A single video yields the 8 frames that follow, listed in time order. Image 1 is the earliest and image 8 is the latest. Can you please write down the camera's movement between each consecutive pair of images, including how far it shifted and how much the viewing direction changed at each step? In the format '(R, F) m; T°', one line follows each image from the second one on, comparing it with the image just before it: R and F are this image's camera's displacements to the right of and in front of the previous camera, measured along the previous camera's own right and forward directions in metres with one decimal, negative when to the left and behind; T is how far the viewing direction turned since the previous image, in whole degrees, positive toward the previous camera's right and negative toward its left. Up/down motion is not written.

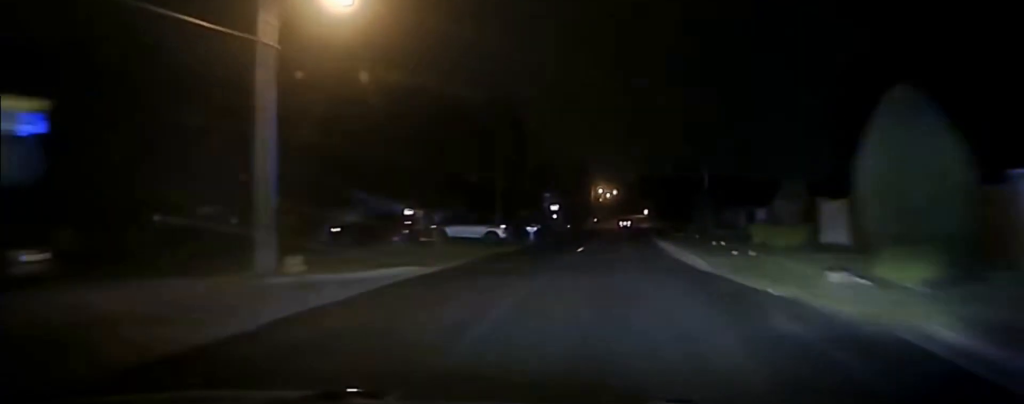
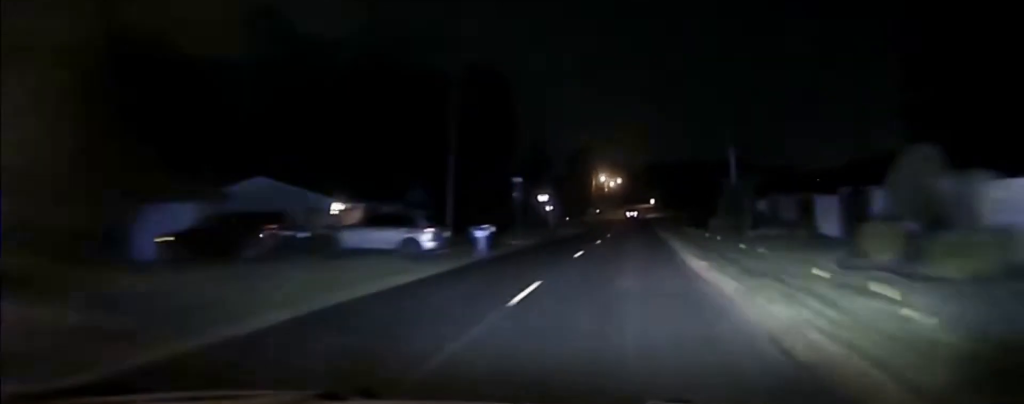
(0.0, +17.6) m; 0°
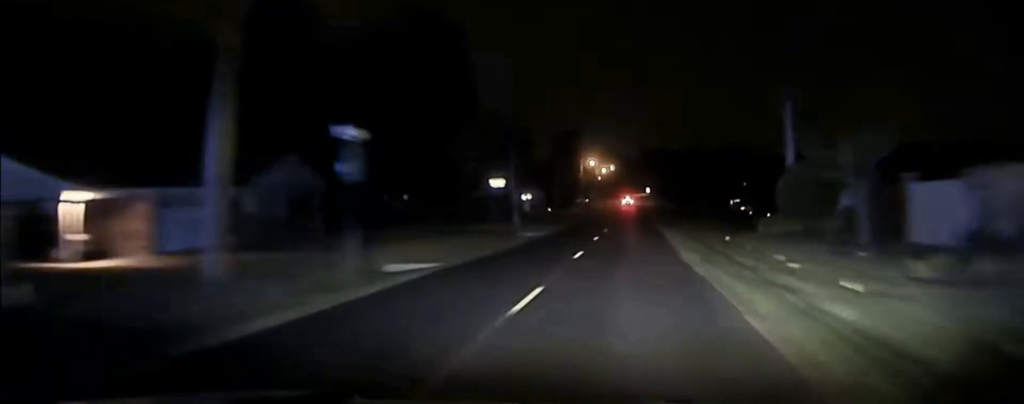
(-0.3, +24.8) m; 0°
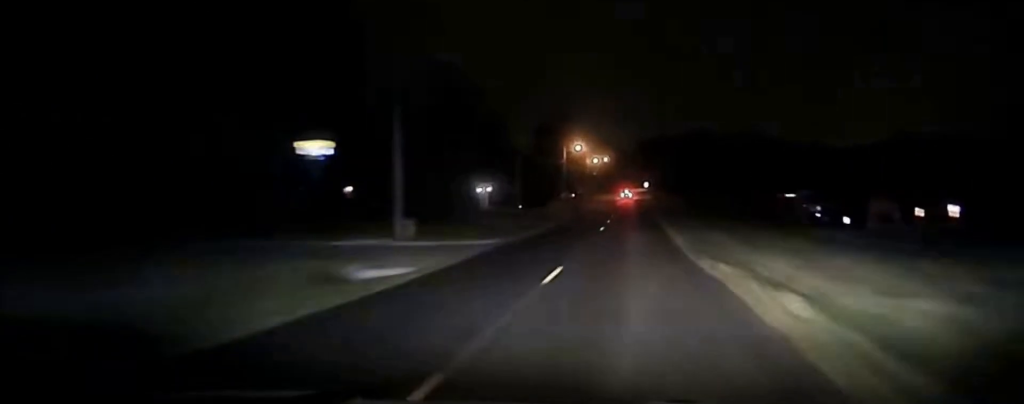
(+0.1, +31.6) m; 0°
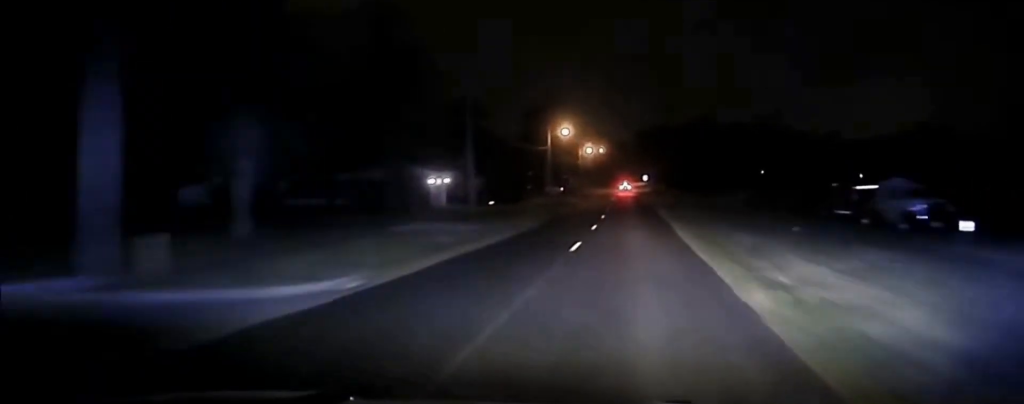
(+0.1, +19.9) m; 0°
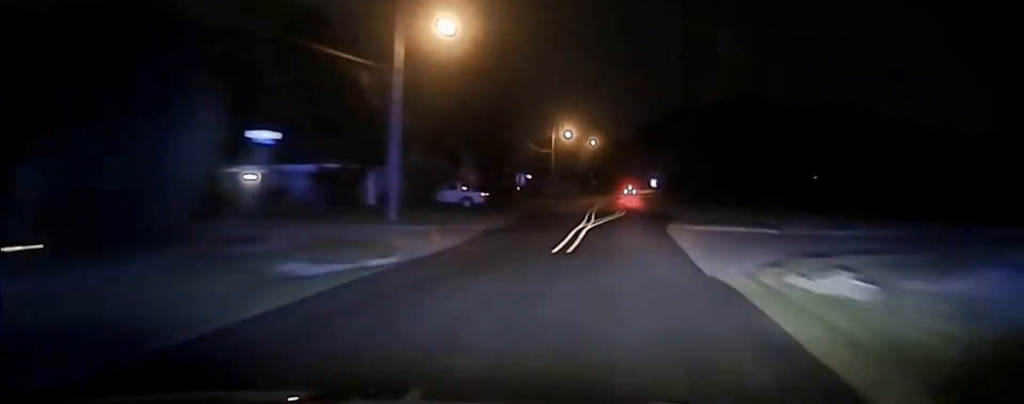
(+0.5, +67.9) m; +1°
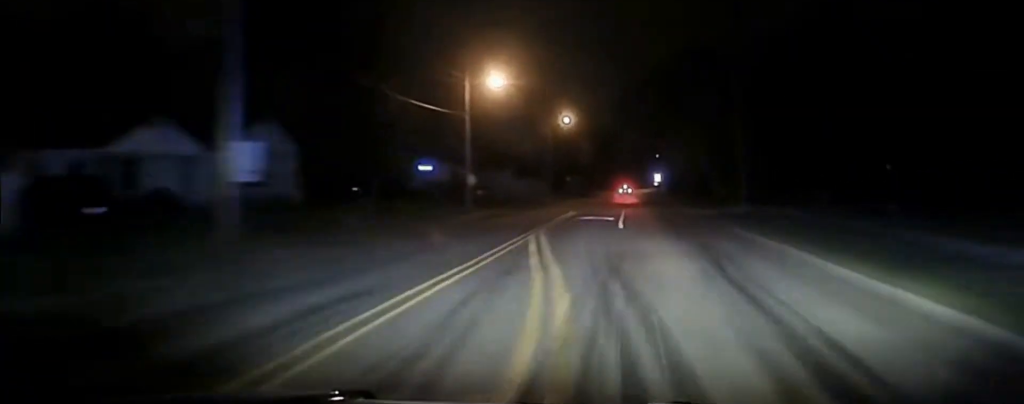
(-0.1, +53.2) m; 0°
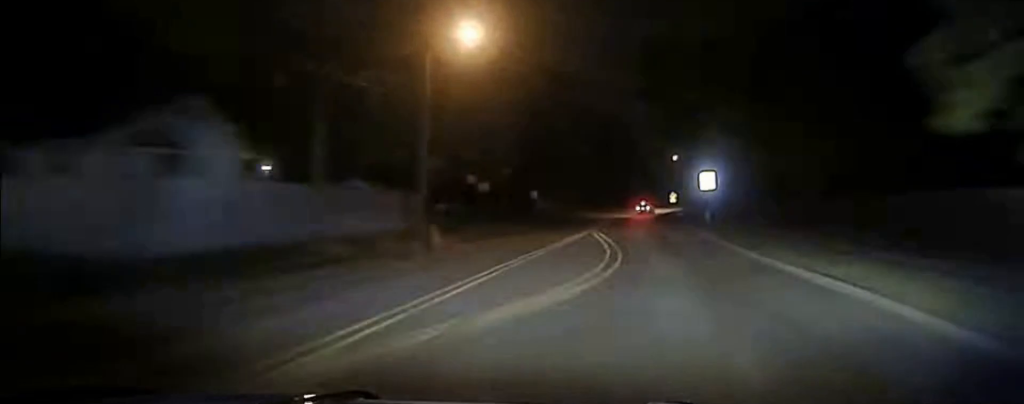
(-0.3, +69.5) m; 0°
